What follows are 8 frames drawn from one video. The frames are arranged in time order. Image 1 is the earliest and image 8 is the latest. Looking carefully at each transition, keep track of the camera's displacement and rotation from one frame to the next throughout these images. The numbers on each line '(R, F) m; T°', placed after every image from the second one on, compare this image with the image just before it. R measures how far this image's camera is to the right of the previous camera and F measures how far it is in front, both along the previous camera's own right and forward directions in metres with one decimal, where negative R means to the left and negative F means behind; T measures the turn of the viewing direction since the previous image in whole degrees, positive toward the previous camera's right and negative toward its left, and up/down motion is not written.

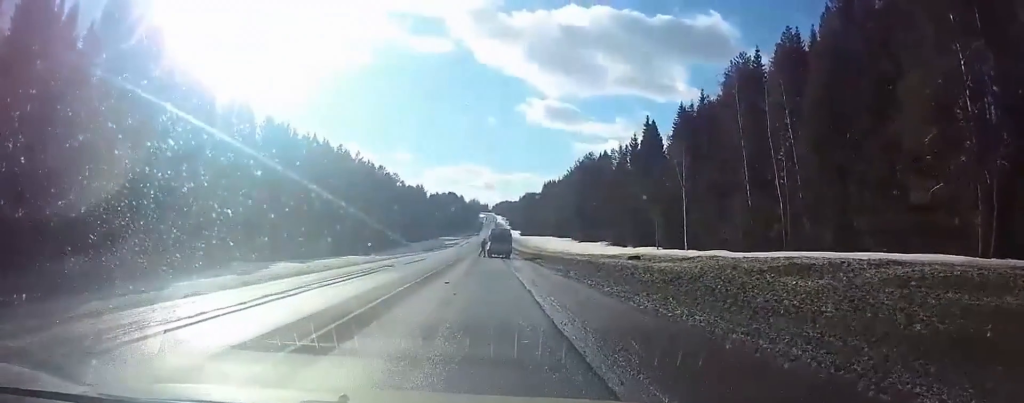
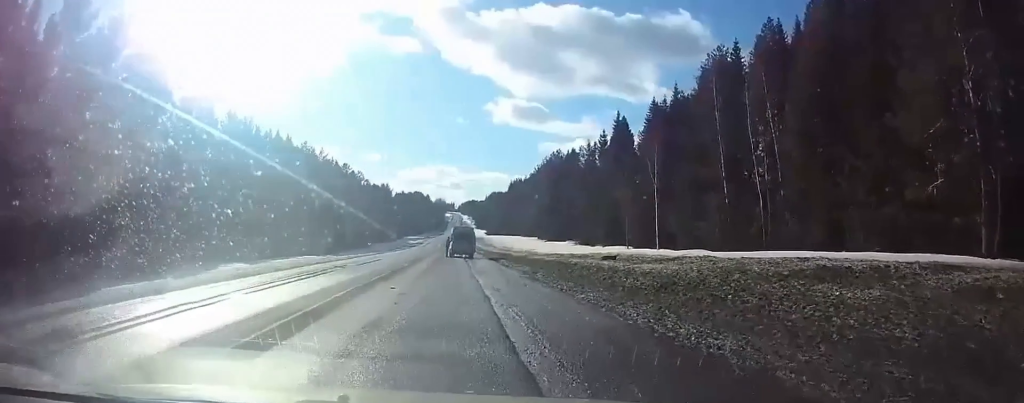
(+0.1, +2.9) m; +1°
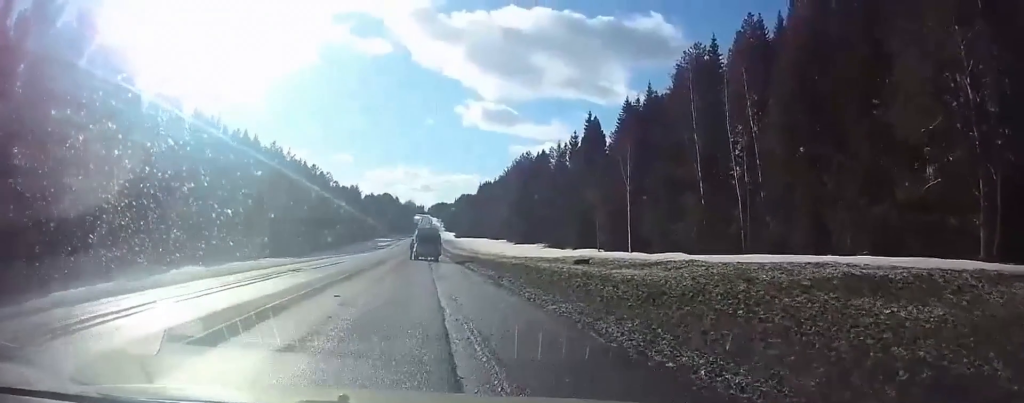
(0.0, +2.2) m; -1°
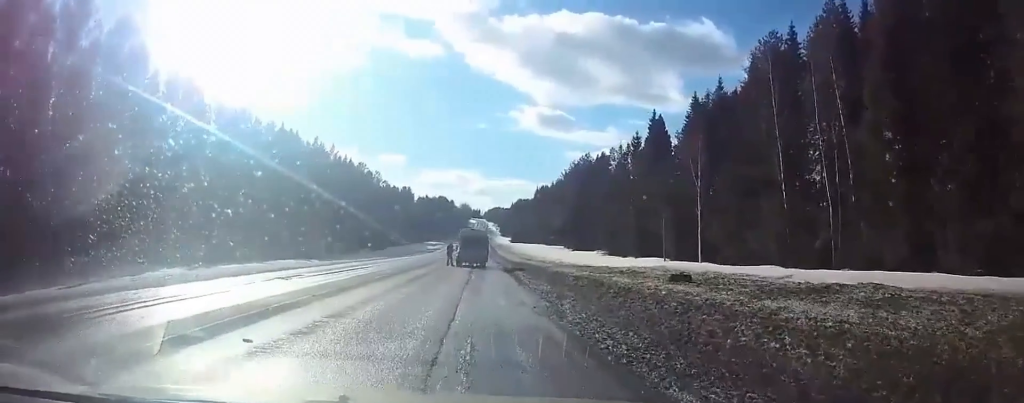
(-0.2, +7.1) m; -4°
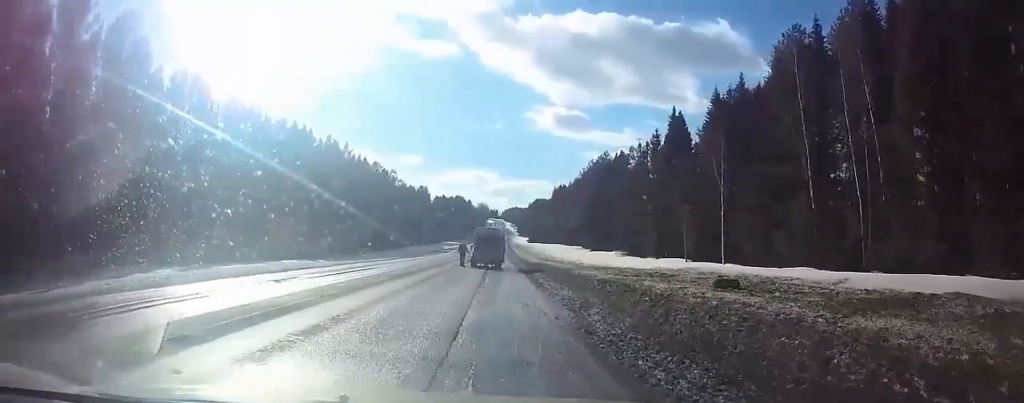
(0.0, +2.1) m; -1°
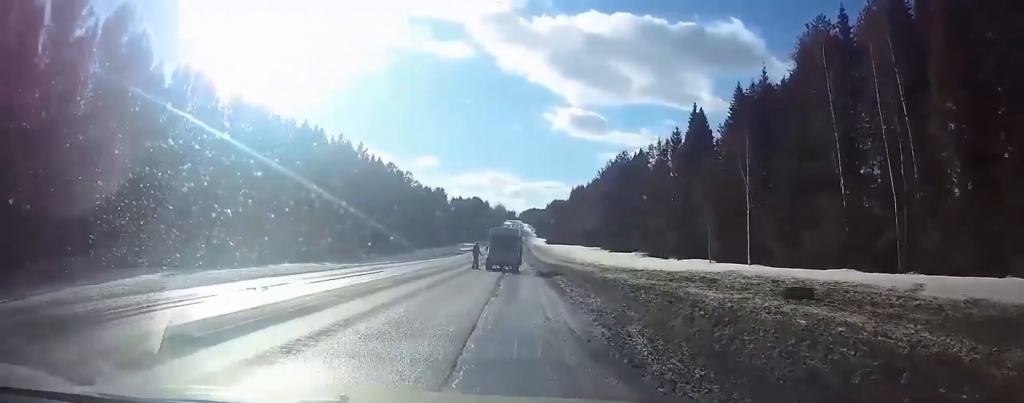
(0.0, +2.6) m; -1°
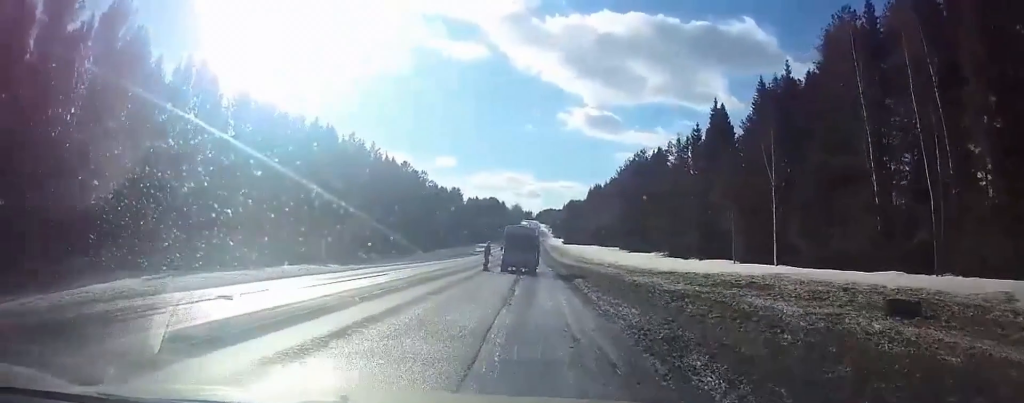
(0.0, +2.4) m; 0°
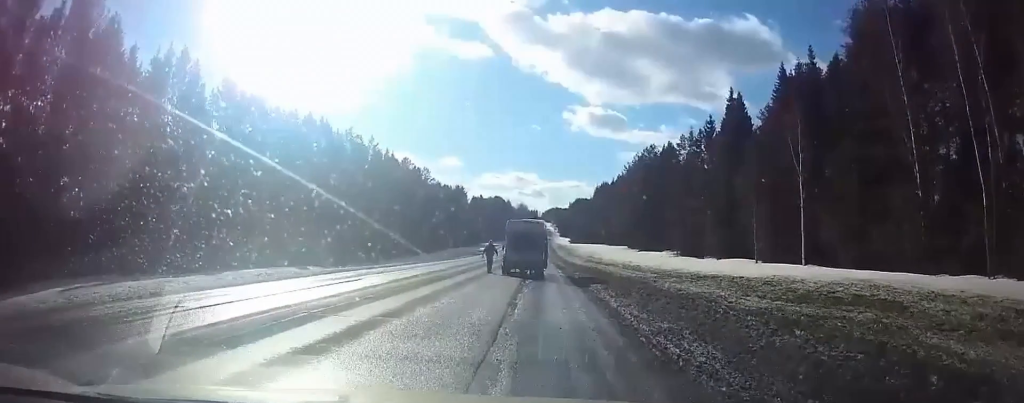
(0.0, +4.5) m; 0°
